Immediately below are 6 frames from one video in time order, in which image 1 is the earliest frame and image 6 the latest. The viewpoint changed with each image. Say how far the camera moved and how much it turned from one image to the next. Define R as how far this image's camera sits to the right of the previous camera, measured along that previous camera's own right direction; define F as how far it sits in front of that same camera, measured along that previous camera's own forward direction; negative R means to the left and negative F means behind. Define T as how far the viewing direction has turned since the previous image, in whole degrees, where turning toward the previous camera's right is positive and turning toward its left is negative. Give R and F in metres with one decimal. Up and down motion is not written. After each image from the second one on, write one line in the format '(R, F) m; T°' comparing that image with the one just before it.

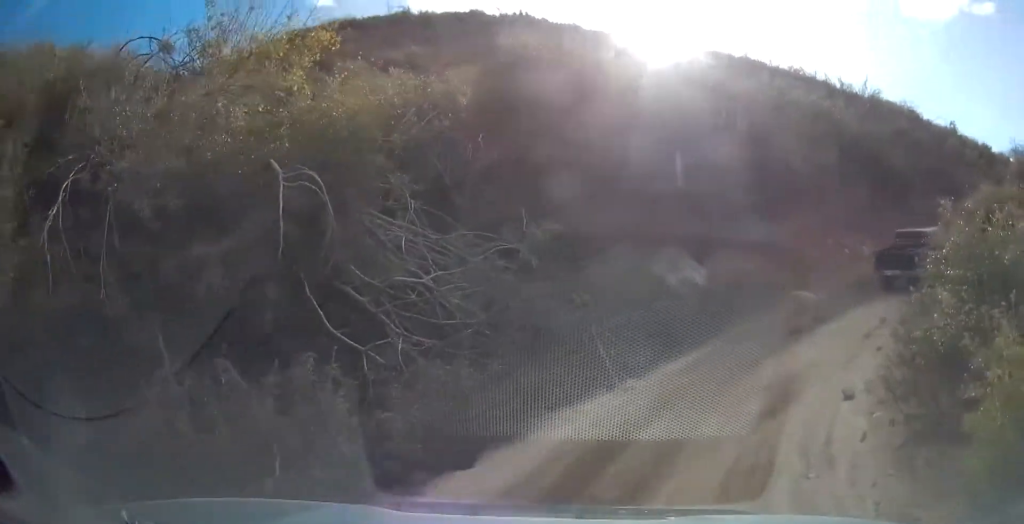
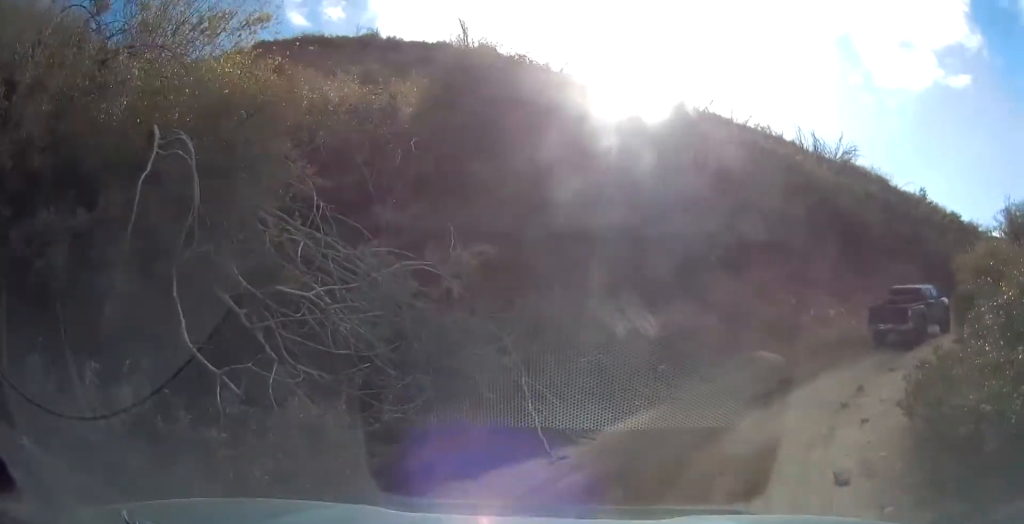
(0.0, +2.0) m; +4°
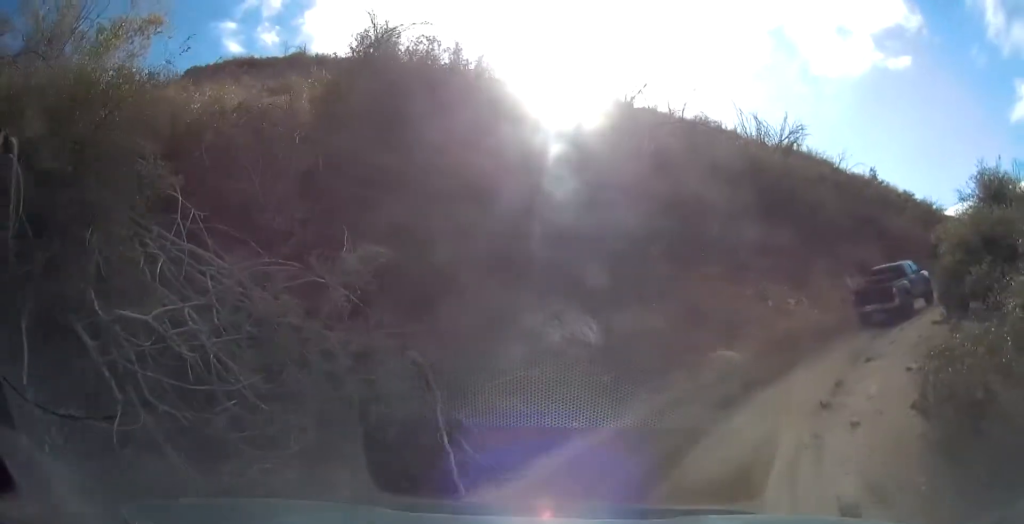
(-0.1, +1.7) m; +6°
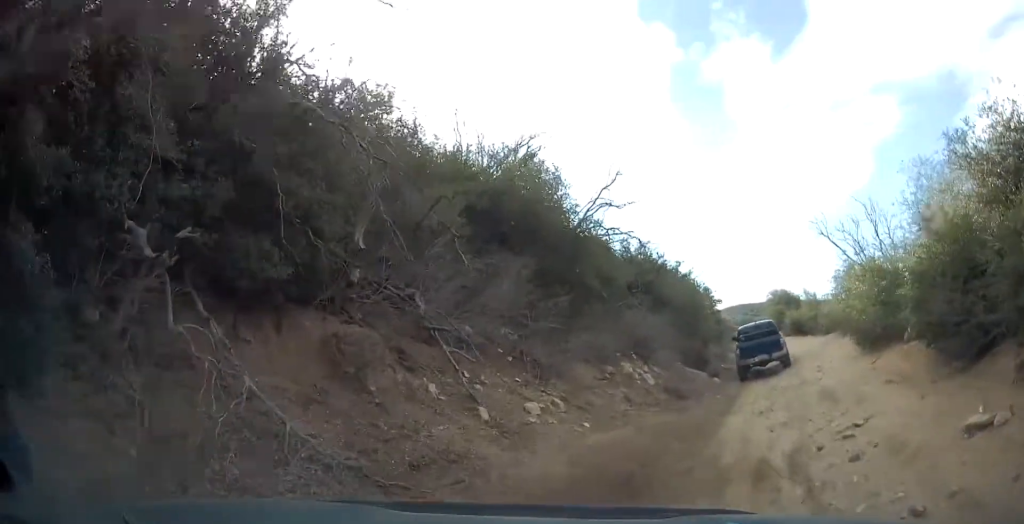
(+3.9, +9.5) m; +32°
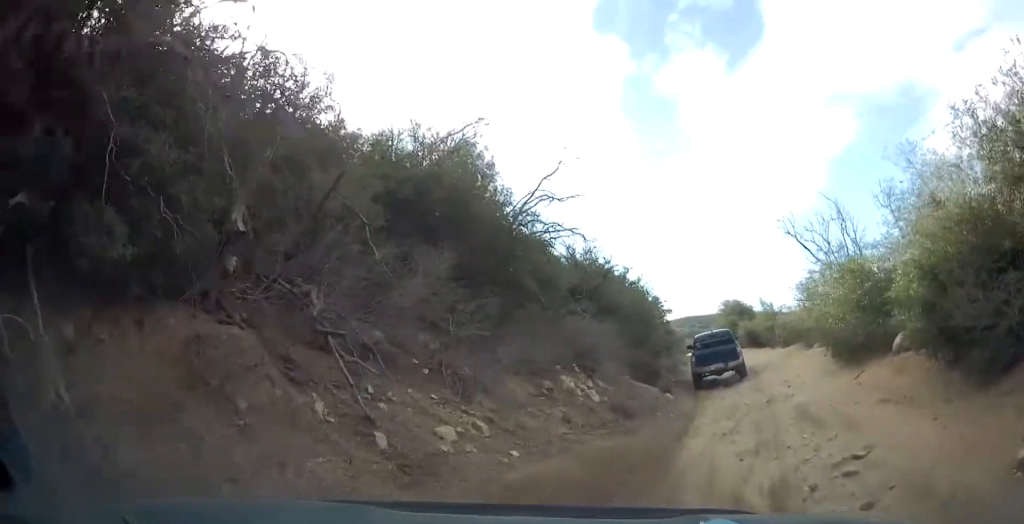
(-0.2, +1.6) m; +3°
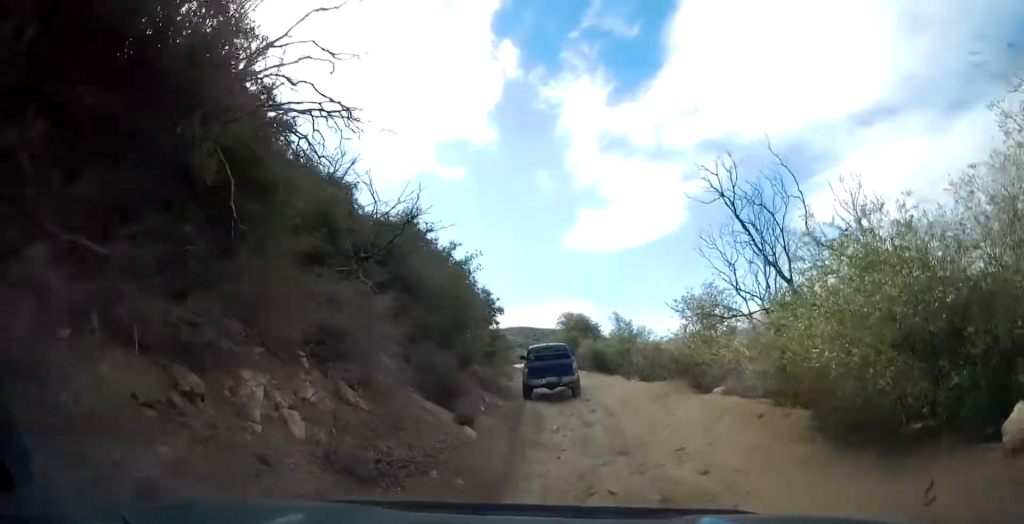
(+1.3, +6.6) m; +13°
